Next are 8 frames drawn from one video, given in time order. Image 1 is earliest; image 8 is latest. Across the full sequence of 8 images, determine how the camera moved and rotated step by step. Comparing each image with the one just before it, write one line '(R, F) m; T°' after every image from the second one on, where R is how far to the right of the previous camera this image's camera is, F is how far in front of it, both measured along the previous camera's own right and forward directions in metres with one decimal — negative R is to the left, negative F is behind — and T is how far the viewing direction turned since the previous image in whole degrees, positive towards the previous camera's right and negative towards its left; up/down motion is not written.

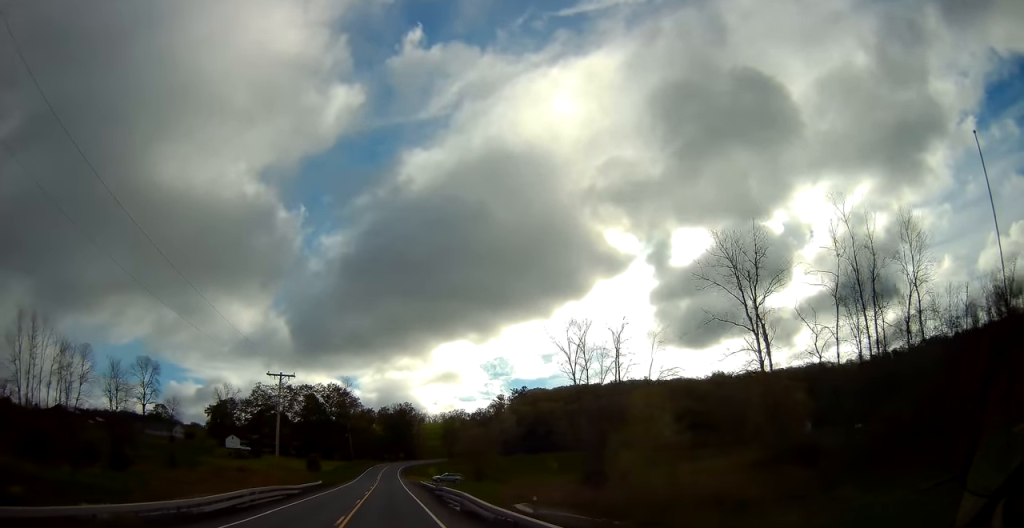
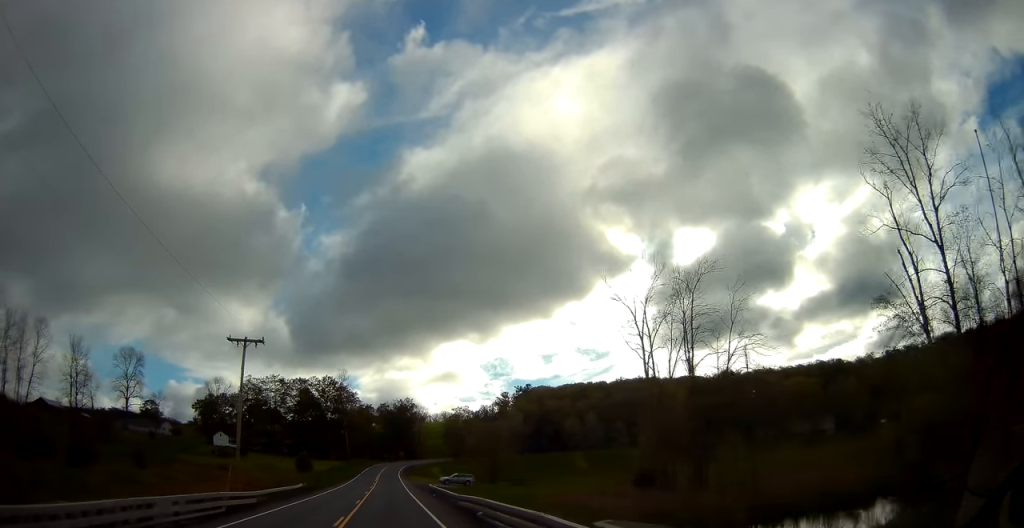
(-0.2, +12.3) m; 0°
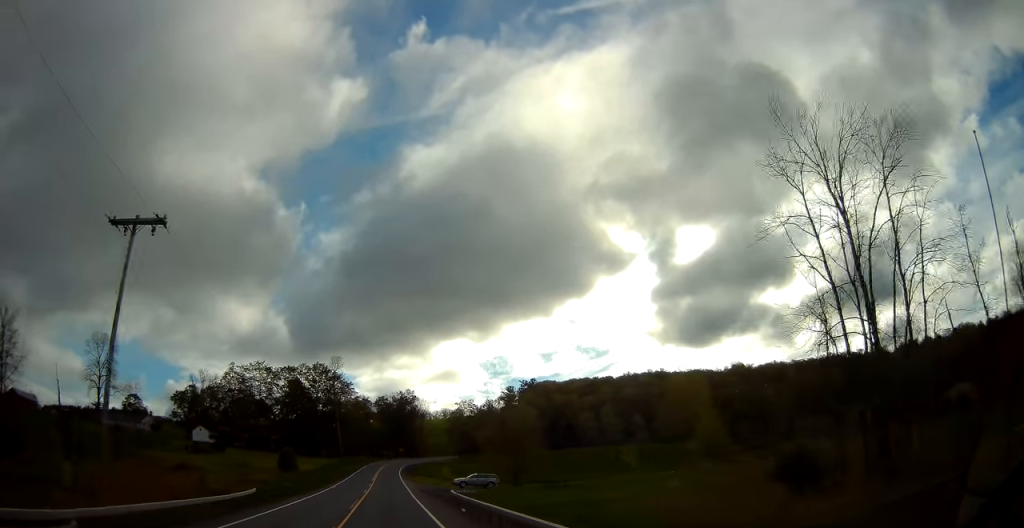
(+0.4, +17.2) m; +1°
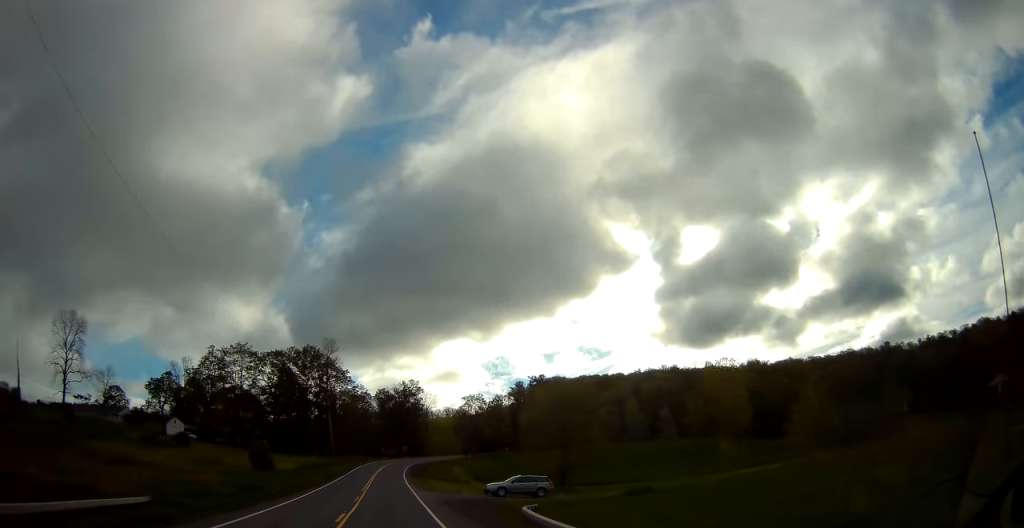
(0.0, +18.8) m; 0°
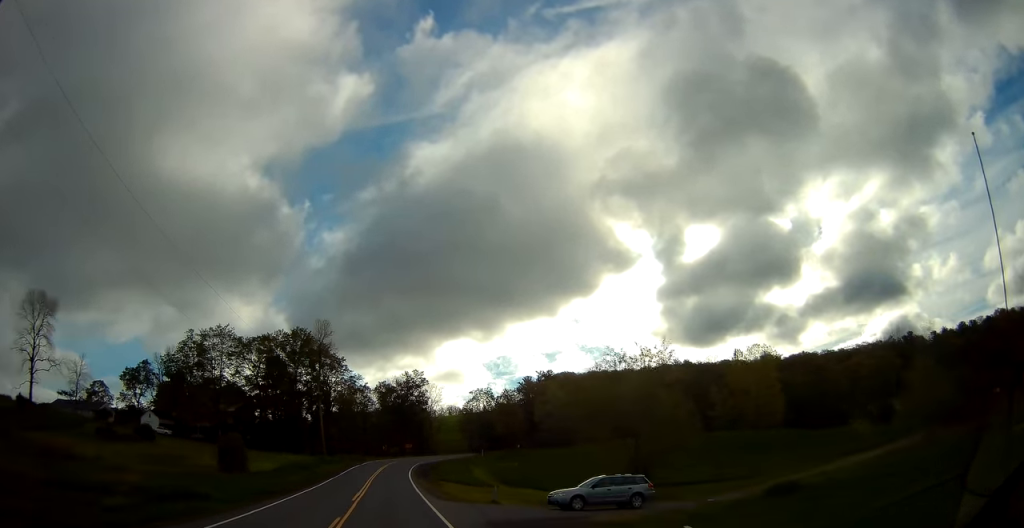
(-0.1, +15.5) m; 0°
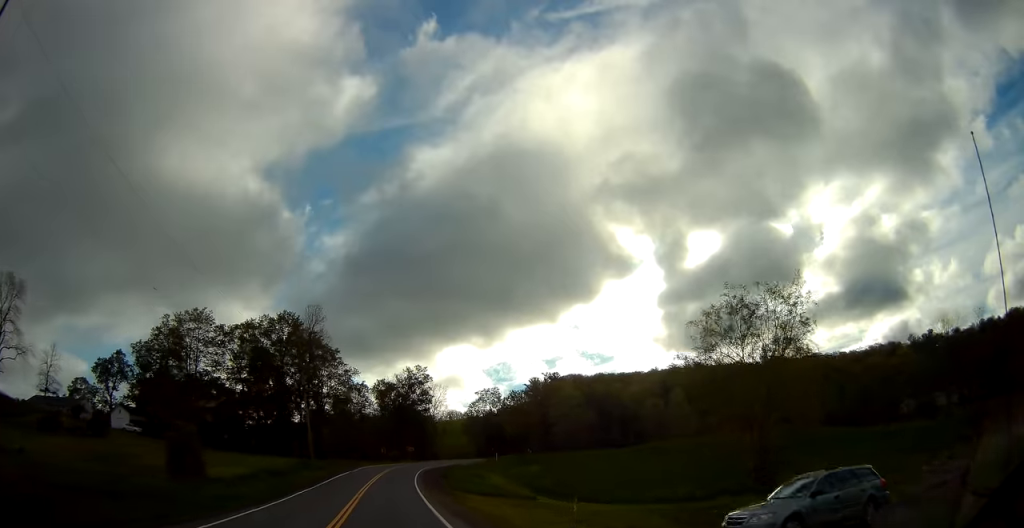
(0.0, +13.7) m; 0°
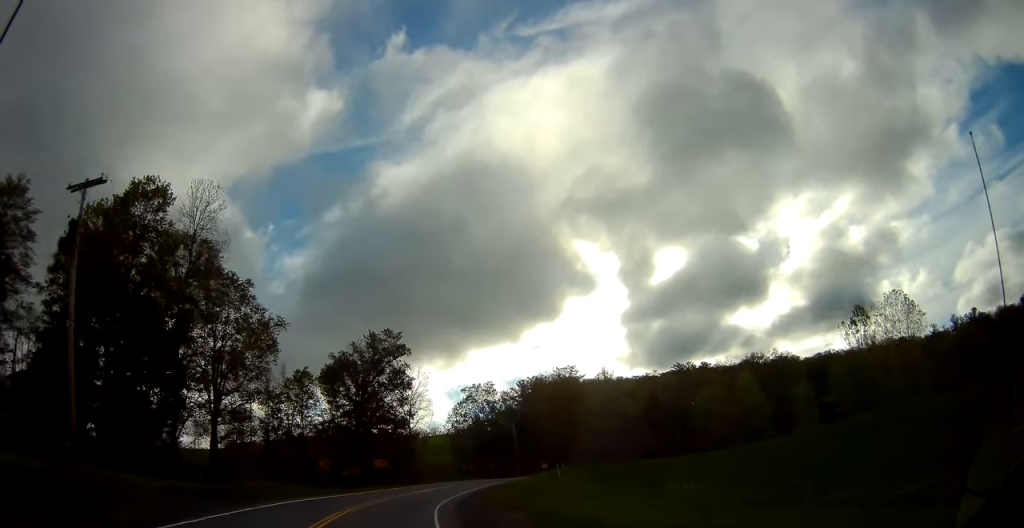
(+0.3, +48.4) m; +2°
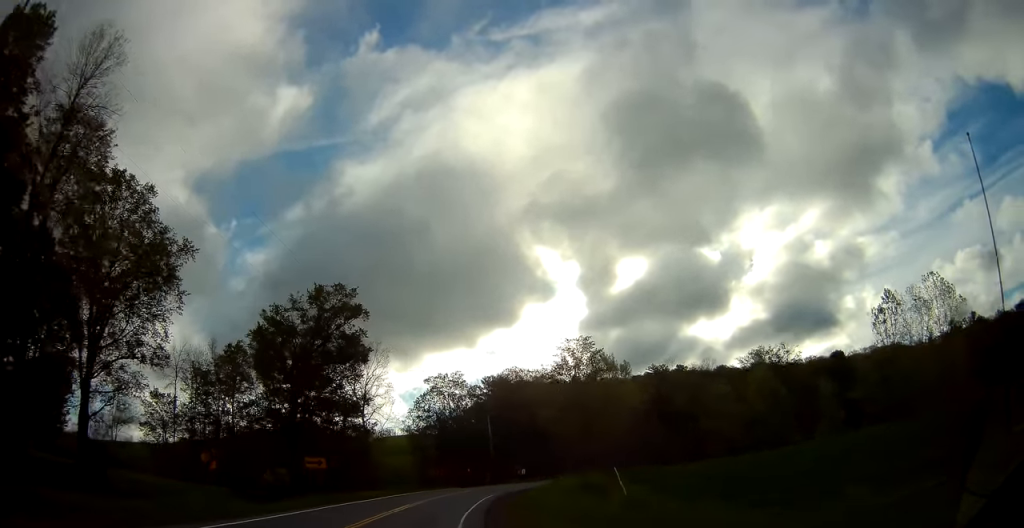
(+0.6, +20.2) m; +4°
